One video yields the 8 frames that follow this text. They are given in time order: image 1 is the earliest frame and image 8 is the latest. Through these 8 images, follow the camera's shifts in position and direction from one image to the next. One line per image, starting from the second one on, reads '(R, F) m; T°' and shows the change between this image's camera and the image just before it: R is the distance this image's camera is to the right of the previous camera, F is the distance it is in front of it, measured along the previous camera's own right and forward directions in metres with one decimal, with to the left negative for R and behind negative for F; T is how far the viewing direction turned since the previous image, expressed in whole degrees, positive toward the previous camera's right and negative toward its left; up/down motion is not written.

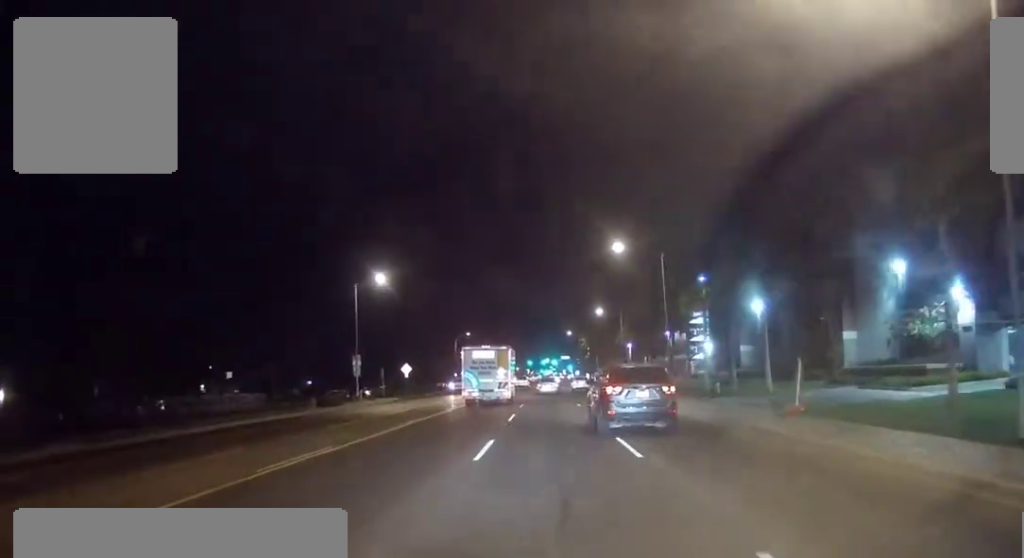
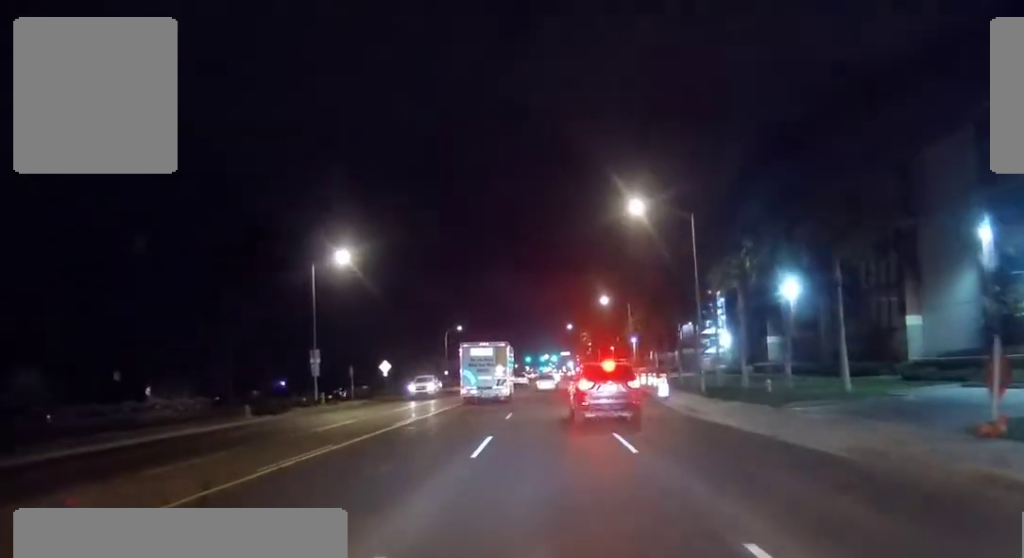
(0.0, +12.3) m; 0°
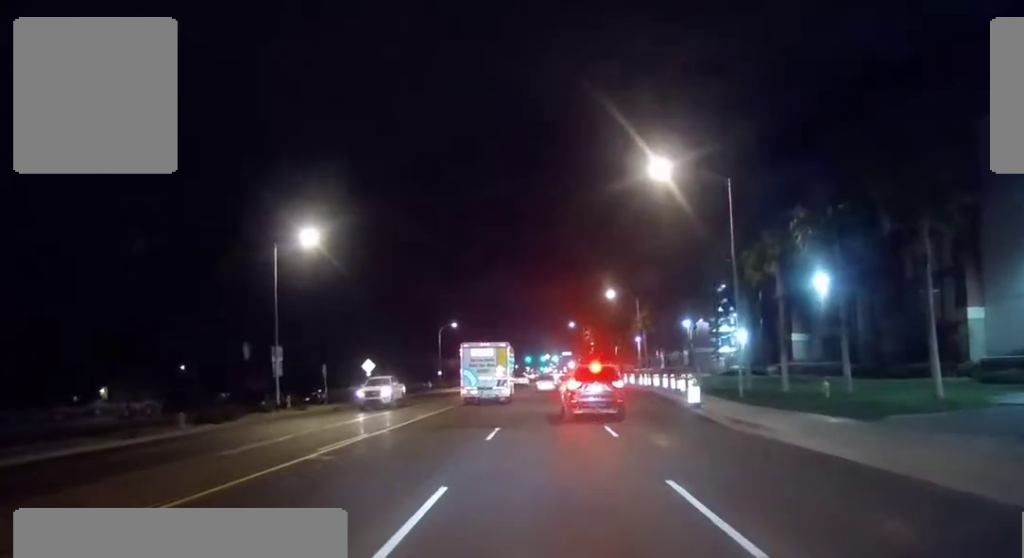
(0.0, +8.5) m; 0°
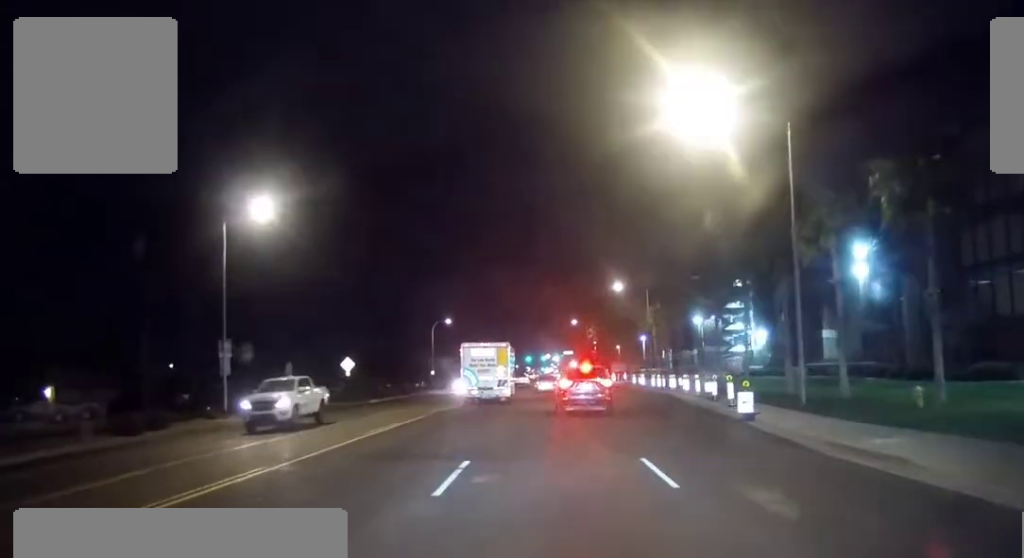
(0.0, +8.4) m; 0°
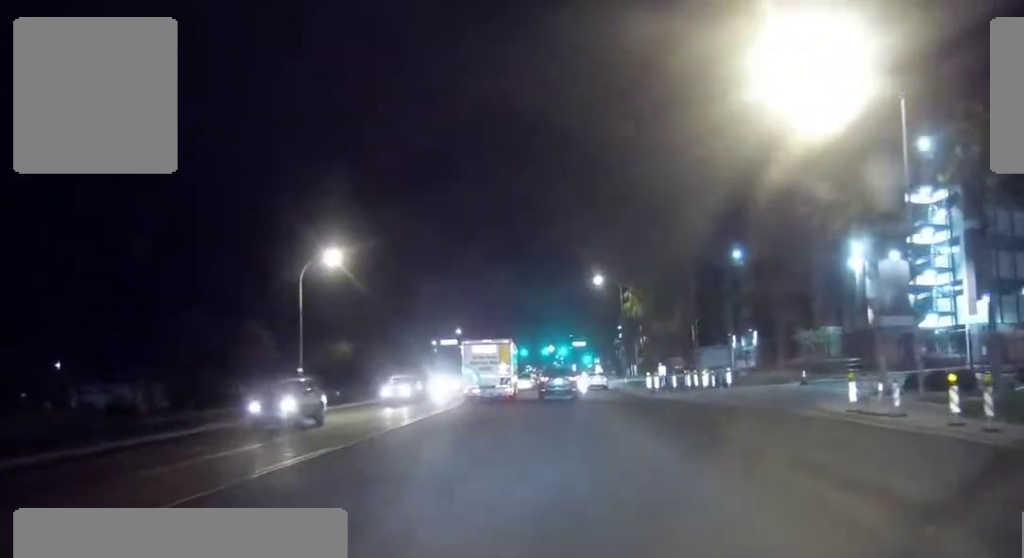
(0.0, +61.3) m; 0°
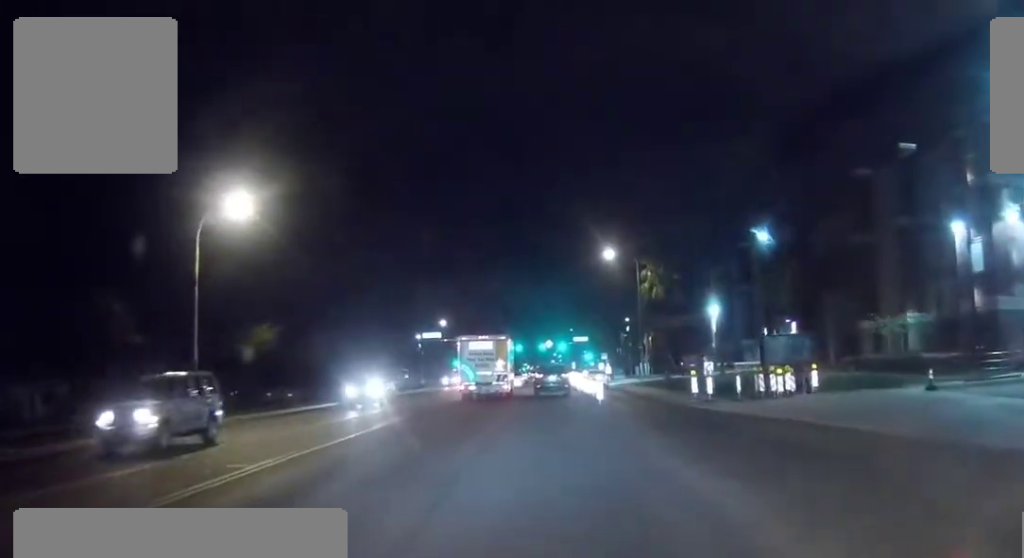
(0.0, +16.0) m; 0°
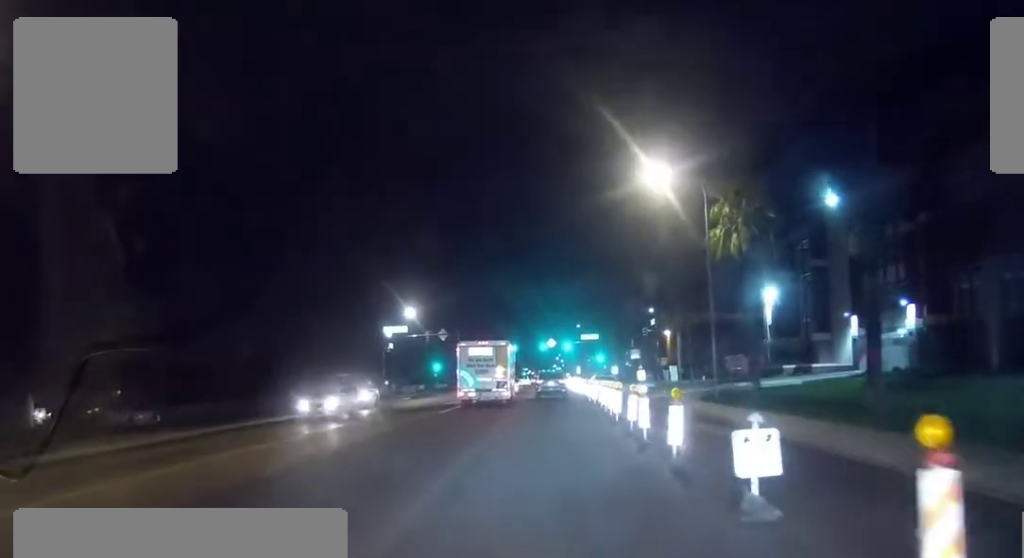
(0.0, +26.5) m; 0°
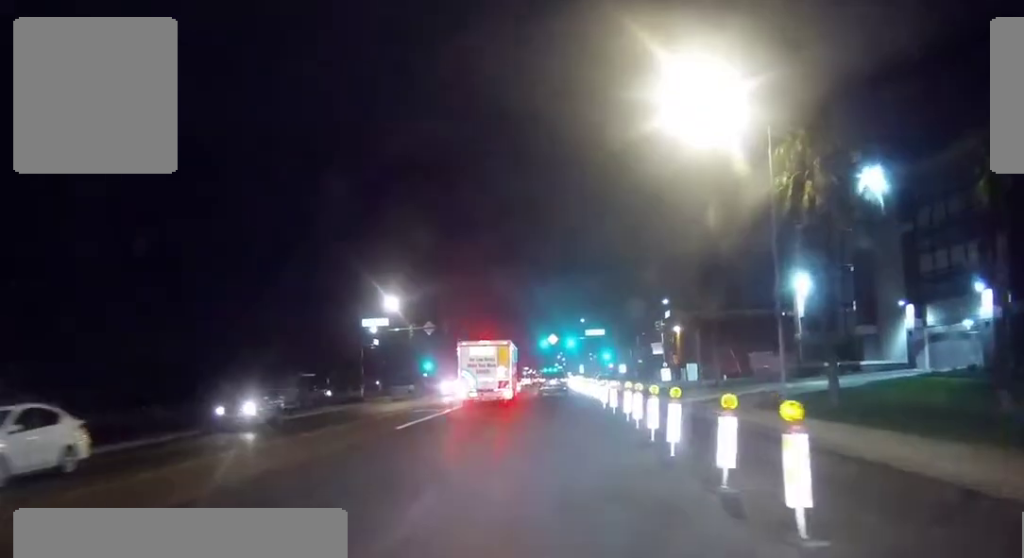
(0.0, +10.2) m; 0°
